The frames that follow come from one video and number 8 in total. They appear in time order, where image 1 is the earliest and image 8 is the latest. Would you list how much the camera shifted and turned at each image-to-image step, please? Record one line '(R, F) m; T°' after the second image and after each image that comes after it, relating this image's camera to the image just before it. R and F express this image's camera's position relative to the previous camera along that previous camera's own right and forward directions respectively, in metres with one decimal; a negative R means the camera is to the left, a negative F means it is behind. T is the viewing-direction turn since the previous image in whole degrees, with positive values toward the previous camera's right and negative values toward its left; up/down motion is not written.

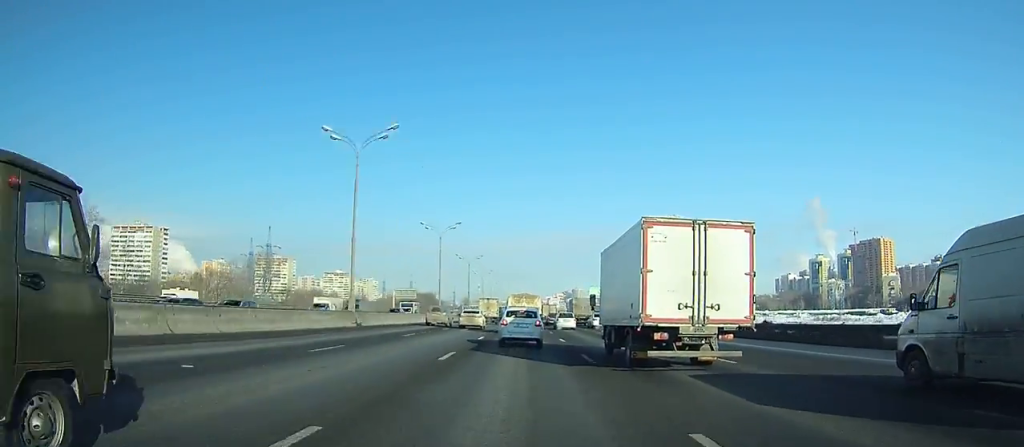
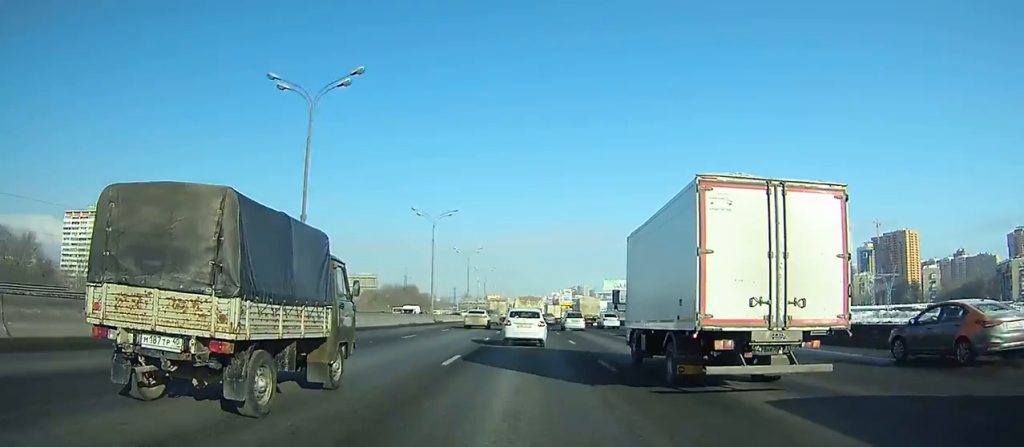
(-0.2, +48.9) m; 0°
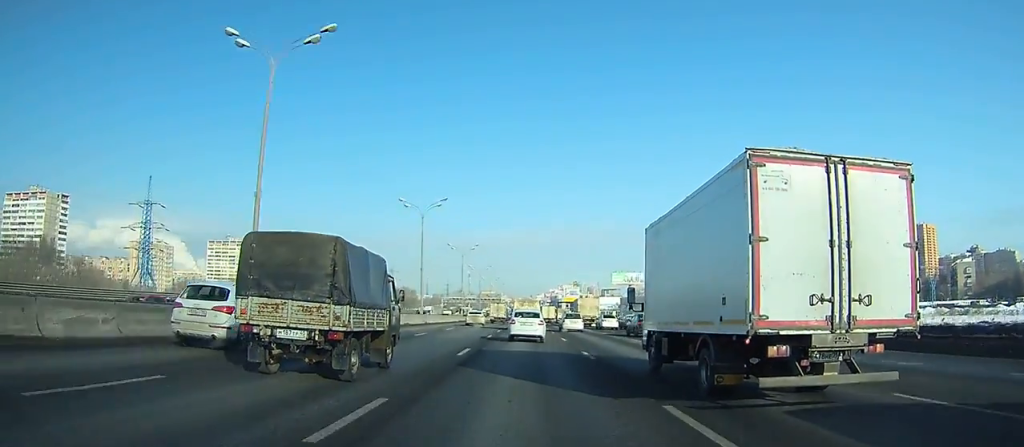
(-0.2, +45.8) m; 0°
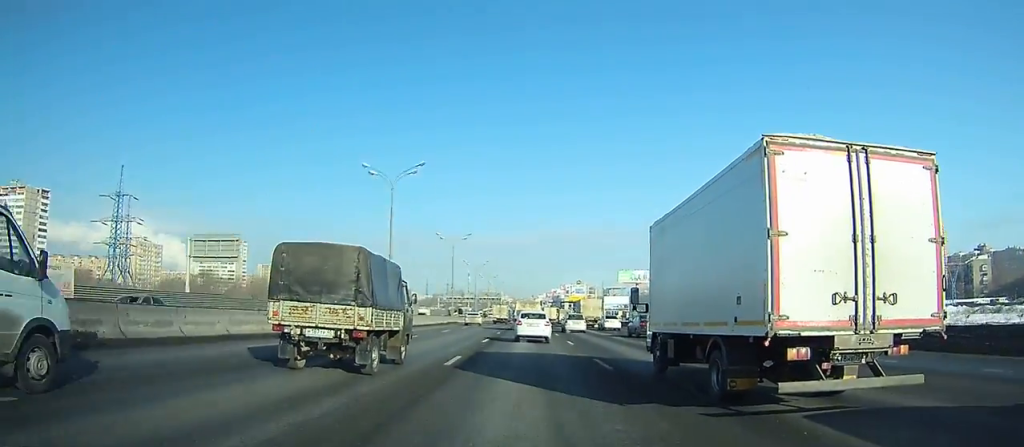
(-0.1, +15.2) m; 0°
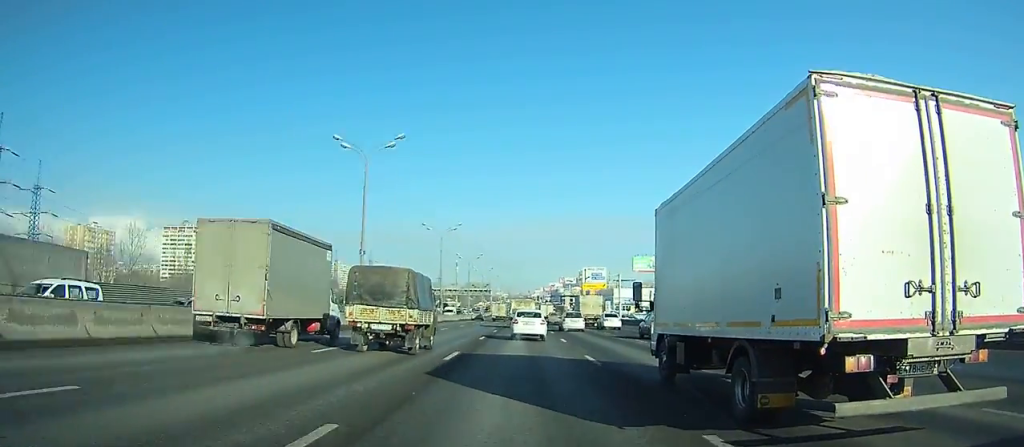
(+0.3, +46.5) m; +1°
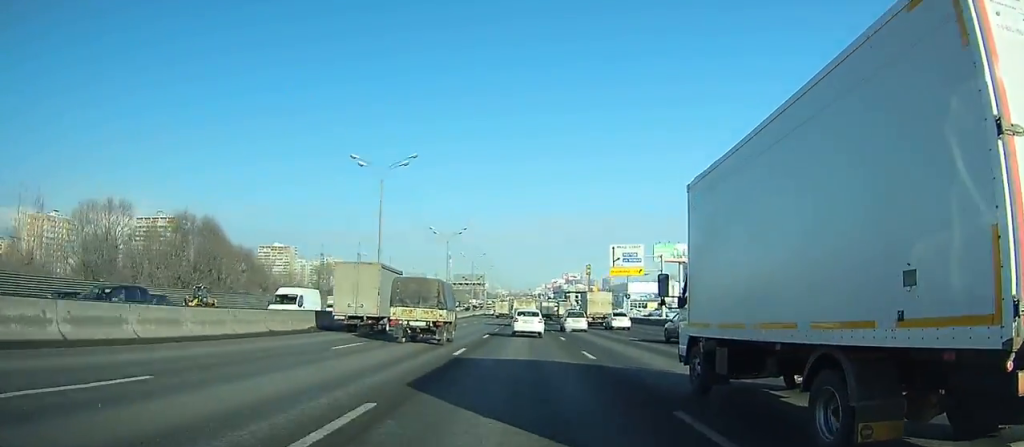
(0.0, +34.8) m; 0°
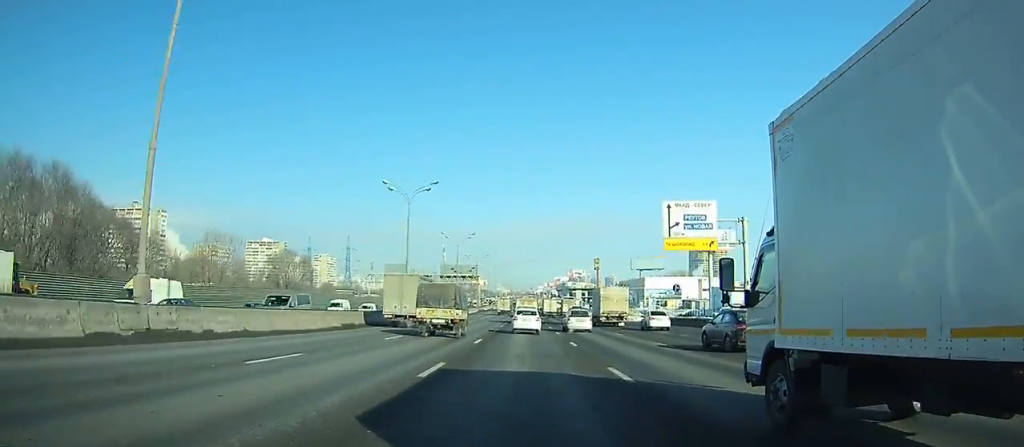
(+0.1, +29.8) m; 0°
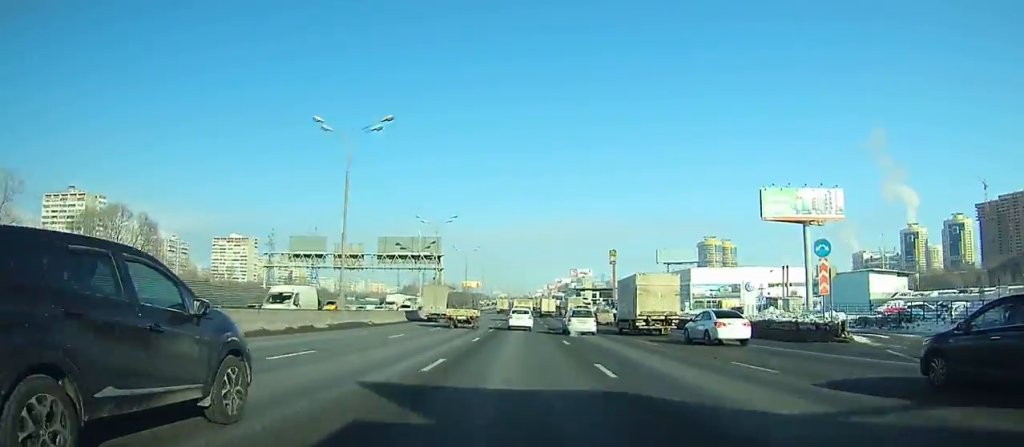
(-0.1, +58.3) m; 0°
